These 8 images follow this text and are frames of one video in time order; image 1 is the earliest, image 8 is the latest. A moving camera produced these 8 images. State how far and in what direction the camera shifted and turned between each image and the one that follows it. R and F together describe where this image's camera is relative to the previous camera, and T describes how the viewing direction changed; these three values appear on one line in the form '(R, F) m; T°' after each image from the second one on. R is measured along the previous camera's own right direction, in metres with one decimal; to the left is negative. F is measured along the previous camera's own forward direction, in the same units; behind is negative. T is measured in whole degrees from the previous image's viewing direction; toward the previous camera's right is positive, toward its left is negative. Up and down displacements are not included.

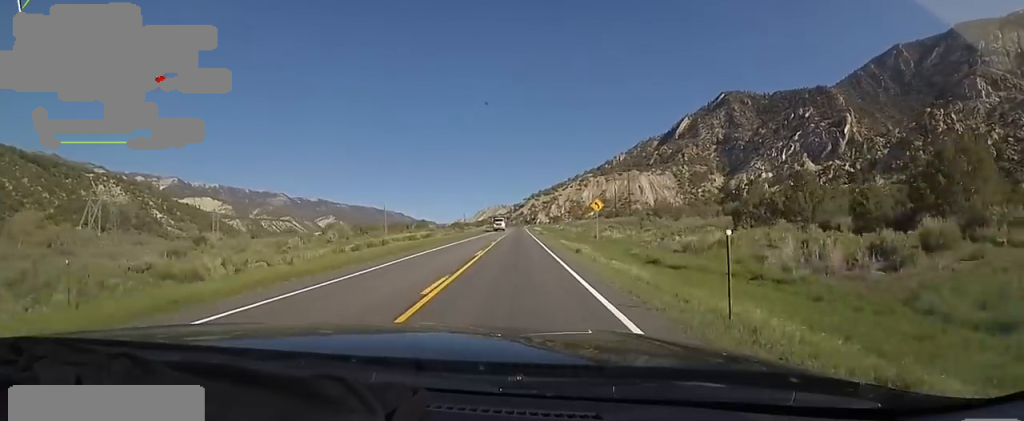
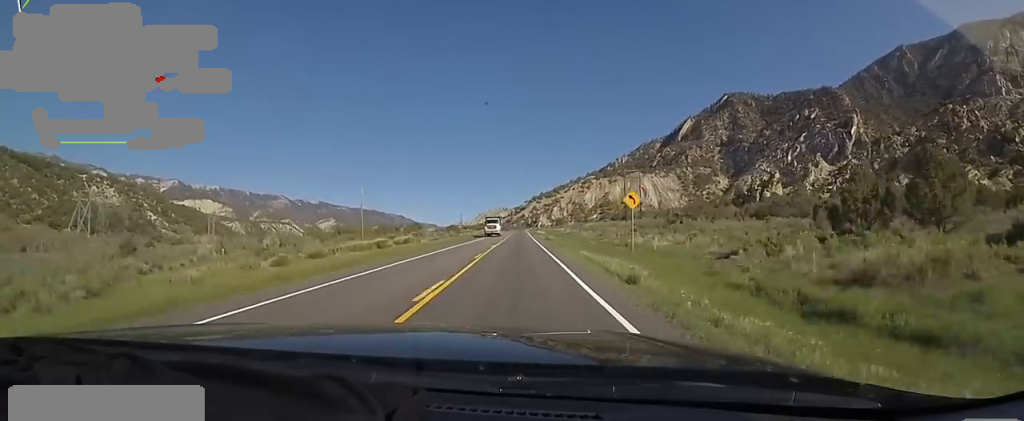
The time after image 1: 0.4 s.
(+0.3, +12.9) m; +1°
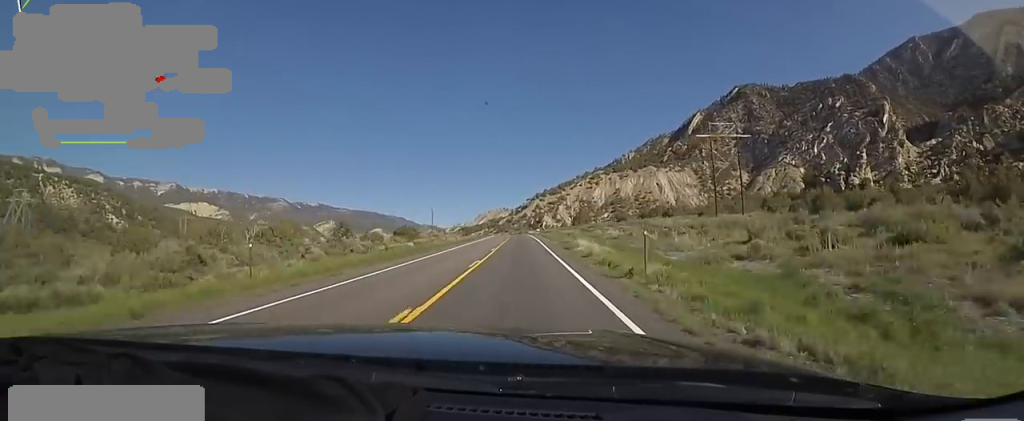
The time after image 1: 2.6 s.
(-1.1, +65.0) m; -1°
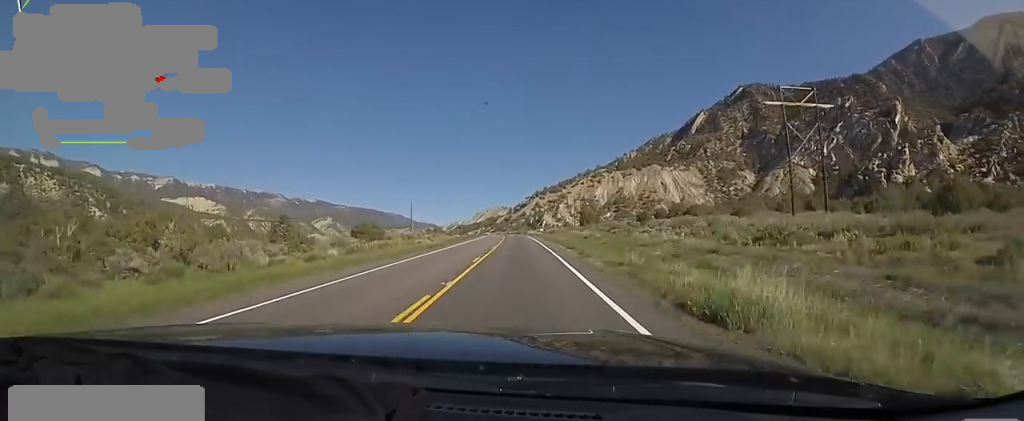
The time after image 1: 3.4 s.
(+0.6, +22.7) m; 0°
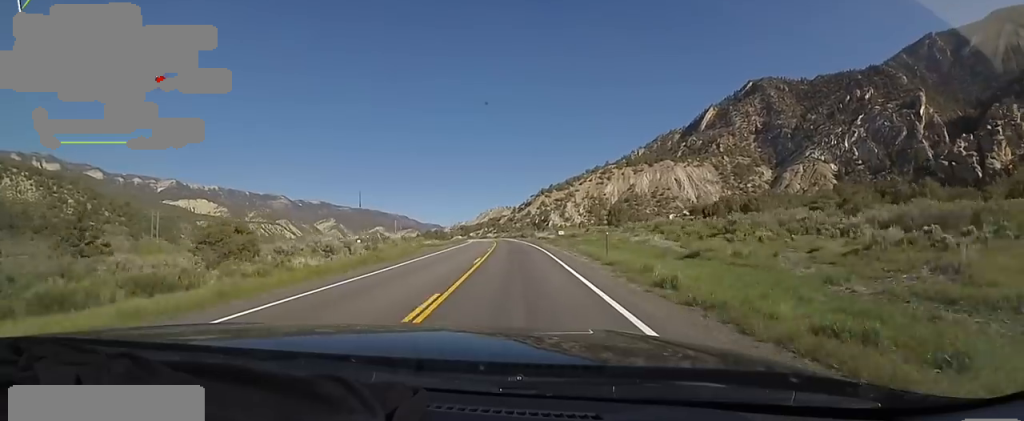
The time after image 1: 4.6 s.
(-0.6, +35.8) m; -1°
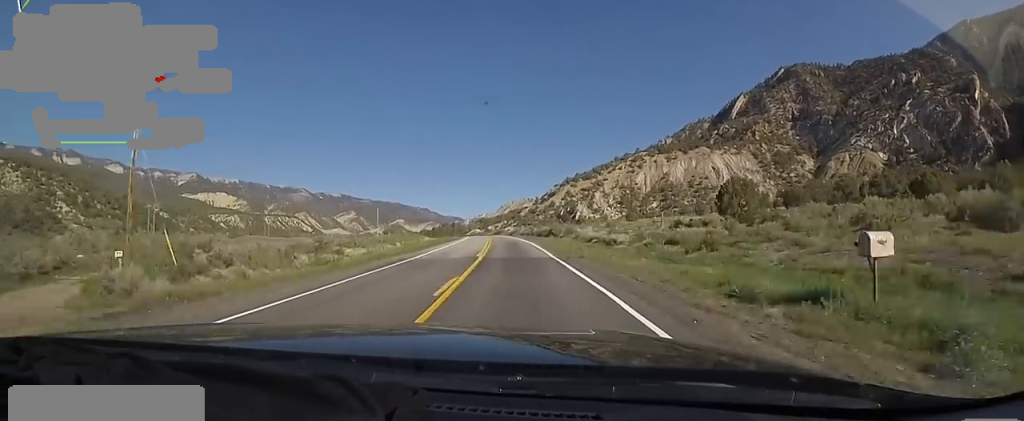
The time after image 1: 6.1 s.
(-0.1, +45.9) m; -1°
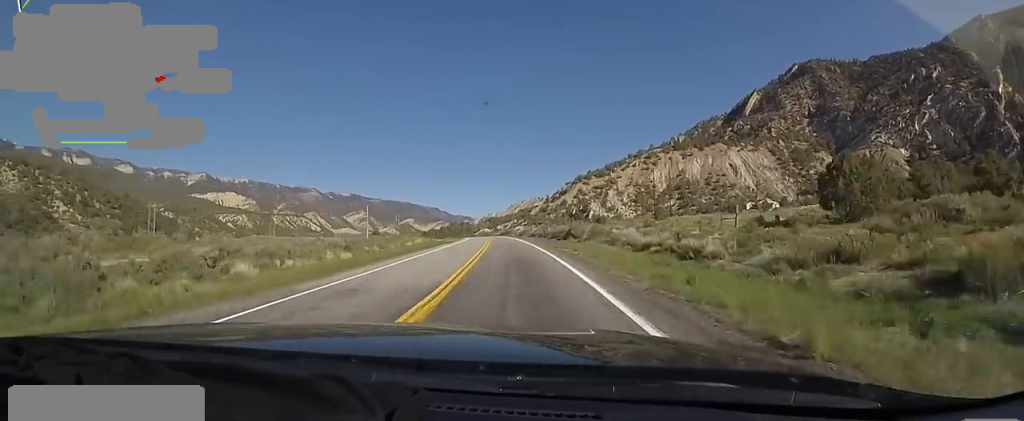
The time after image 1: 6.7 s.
(+0.2, +16.9) m; -1°
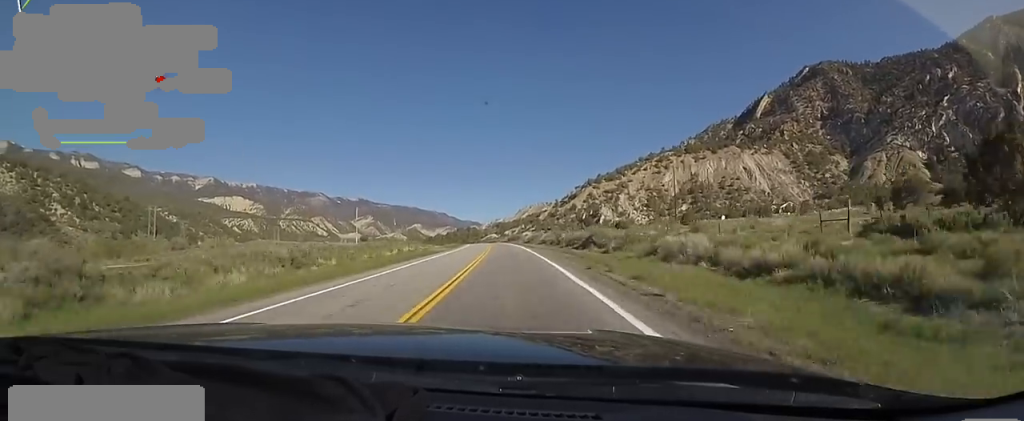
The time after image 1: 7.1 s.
(-0.5, +12.9) m; -2°
